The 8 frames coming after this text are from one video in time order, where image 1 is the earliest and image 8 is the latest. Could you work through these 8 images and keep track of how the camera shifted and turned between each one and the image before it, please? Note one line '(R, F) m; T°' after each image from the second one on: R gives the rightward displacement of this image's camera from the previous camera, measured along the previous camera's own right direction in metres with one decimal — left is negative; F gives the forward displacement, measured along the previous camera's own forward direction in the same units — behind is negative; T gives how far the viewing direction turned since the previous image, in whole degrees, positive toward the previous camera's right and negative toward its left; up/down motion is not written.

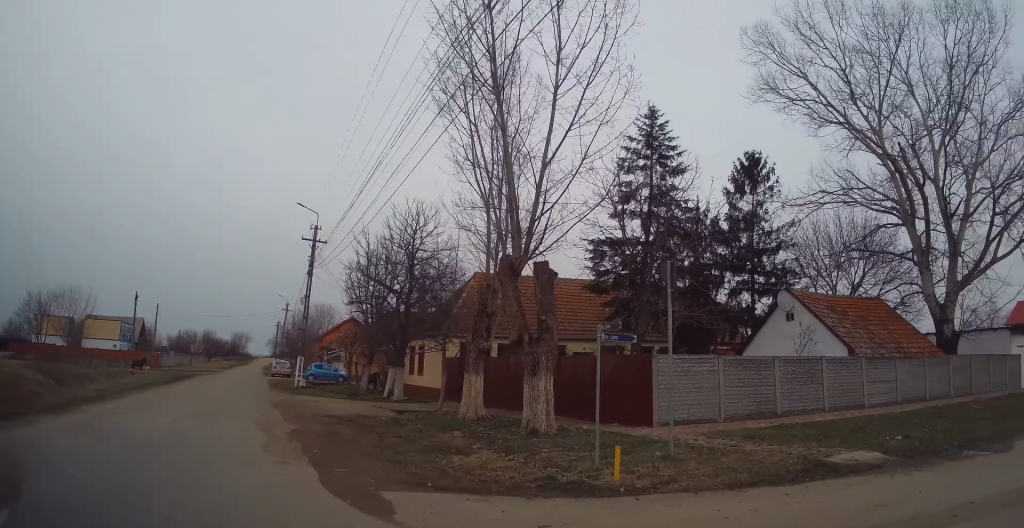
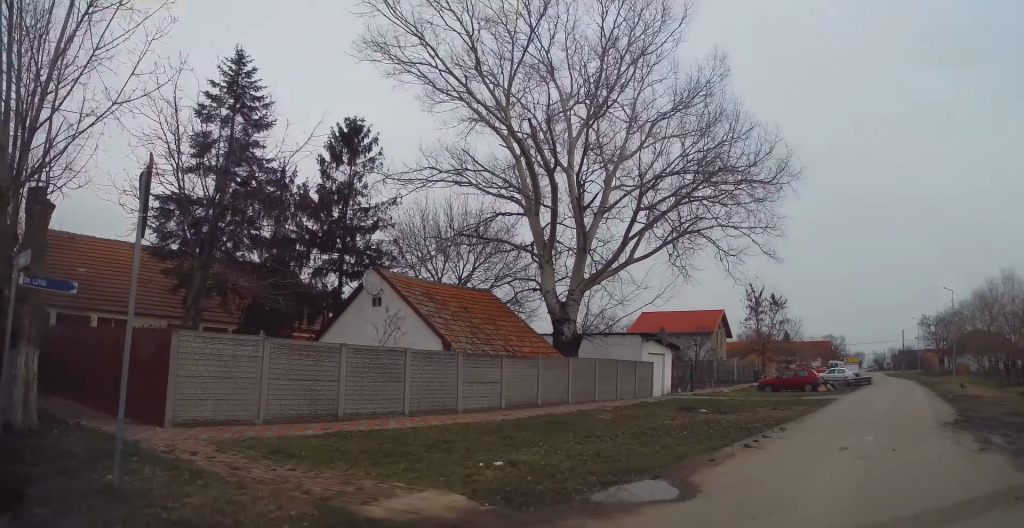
(+1.4, +4.1) m; +35°
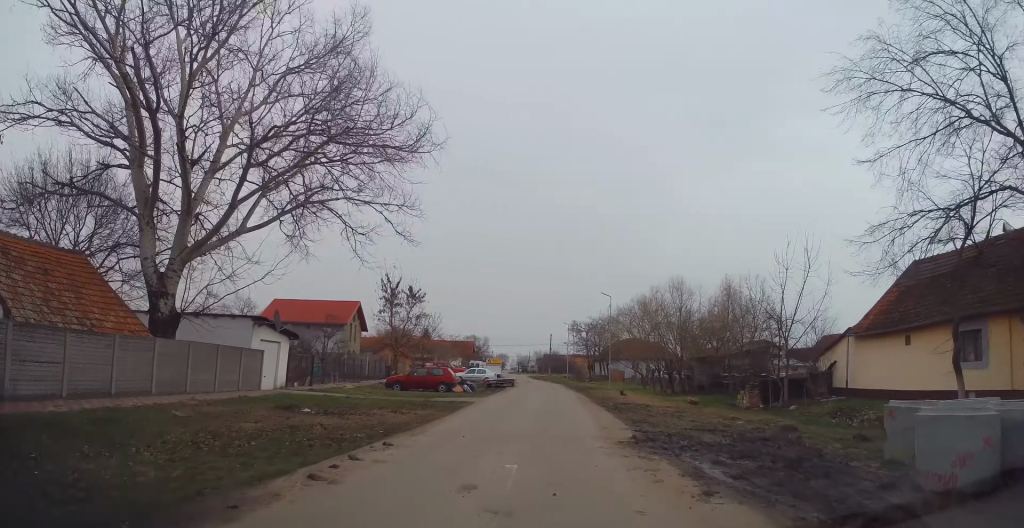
(+0.8, +3.9) m; +21°
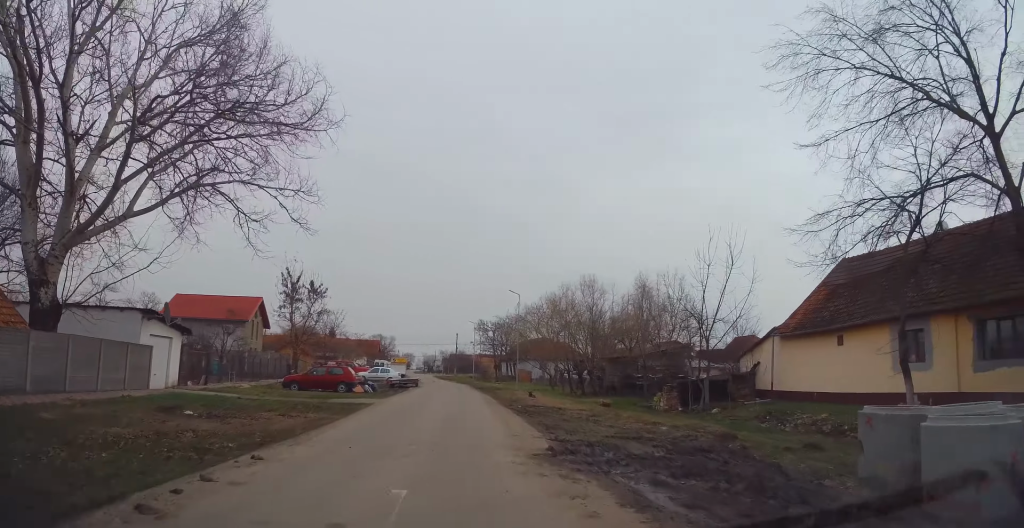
(+0.2, +1.7) m; +4°
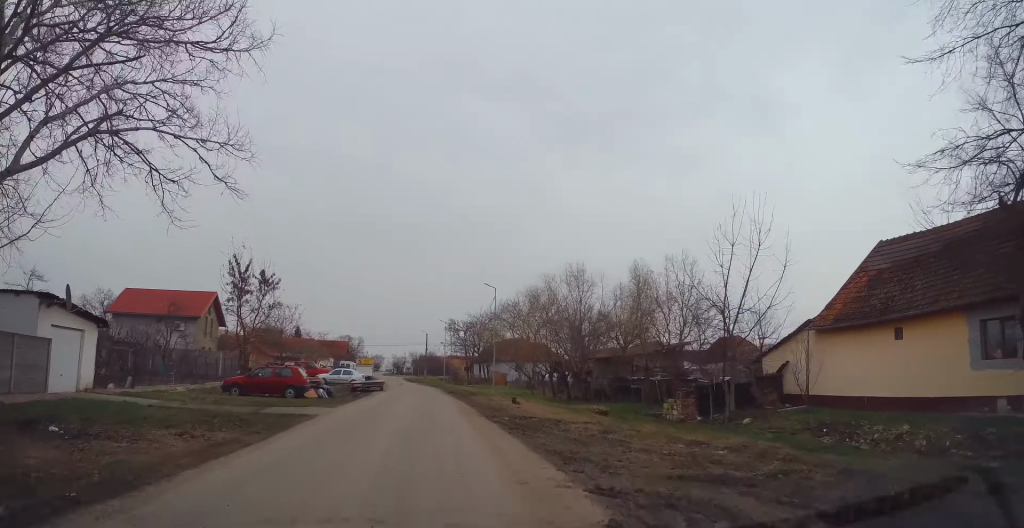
(+0.4, +4.5) m; +6°
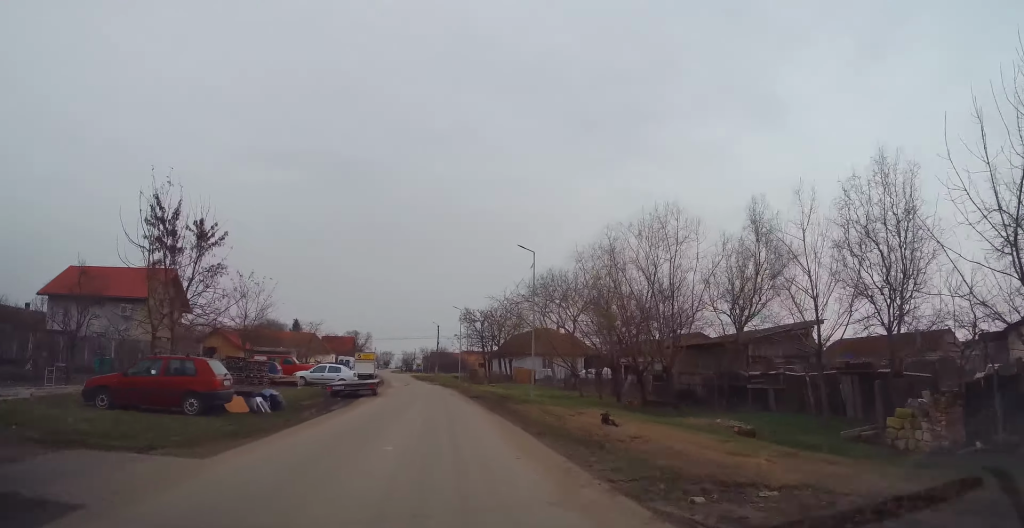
(0.0, +10.5) m; +1°
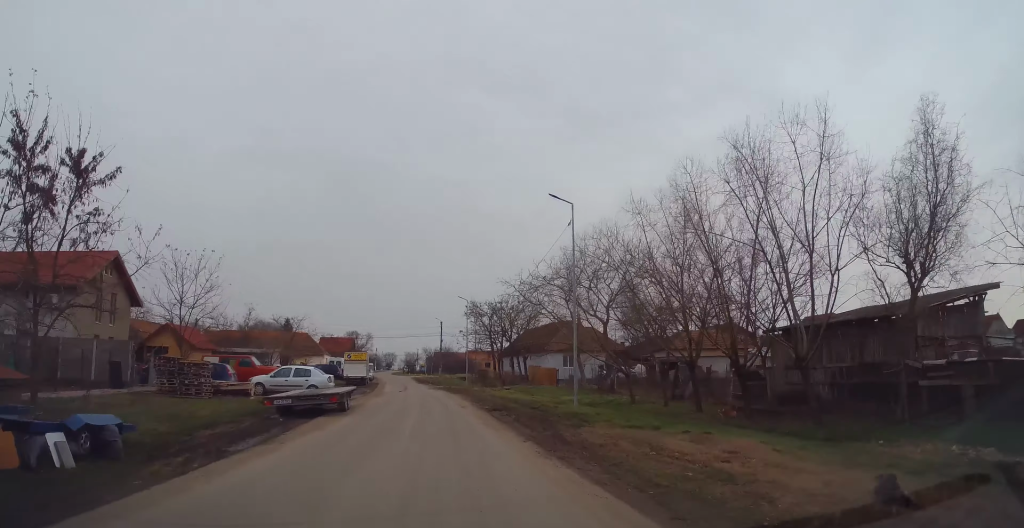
(+0.3, +9.2) m; +2°
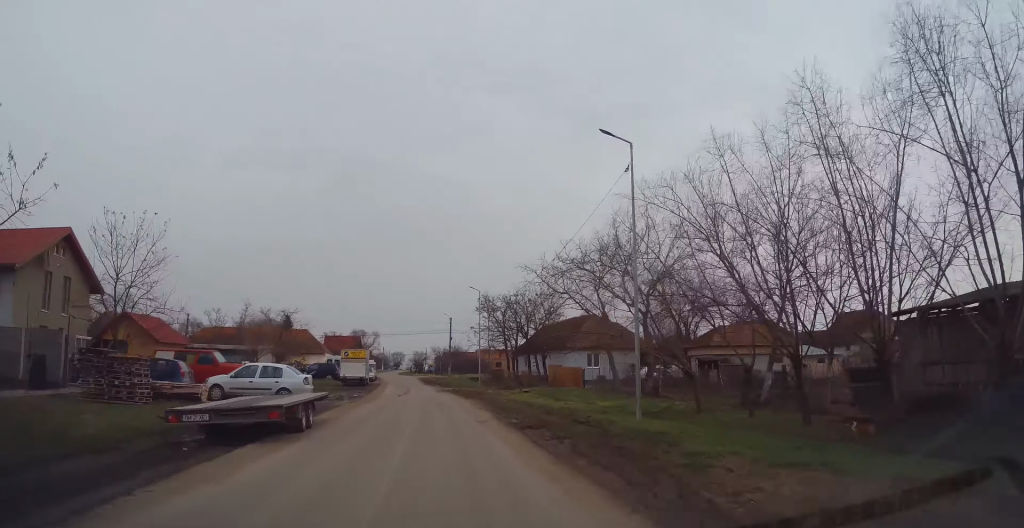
(-0.1, +6.4) m; -1°
